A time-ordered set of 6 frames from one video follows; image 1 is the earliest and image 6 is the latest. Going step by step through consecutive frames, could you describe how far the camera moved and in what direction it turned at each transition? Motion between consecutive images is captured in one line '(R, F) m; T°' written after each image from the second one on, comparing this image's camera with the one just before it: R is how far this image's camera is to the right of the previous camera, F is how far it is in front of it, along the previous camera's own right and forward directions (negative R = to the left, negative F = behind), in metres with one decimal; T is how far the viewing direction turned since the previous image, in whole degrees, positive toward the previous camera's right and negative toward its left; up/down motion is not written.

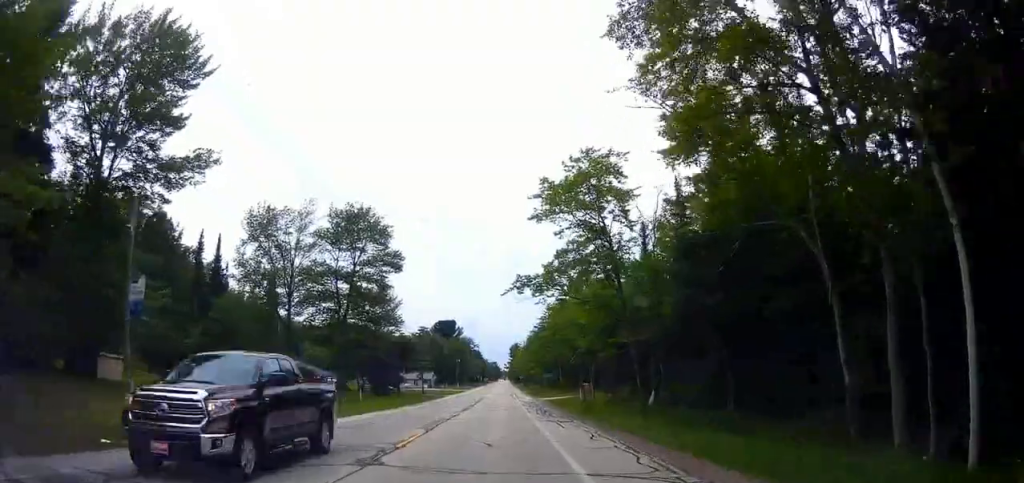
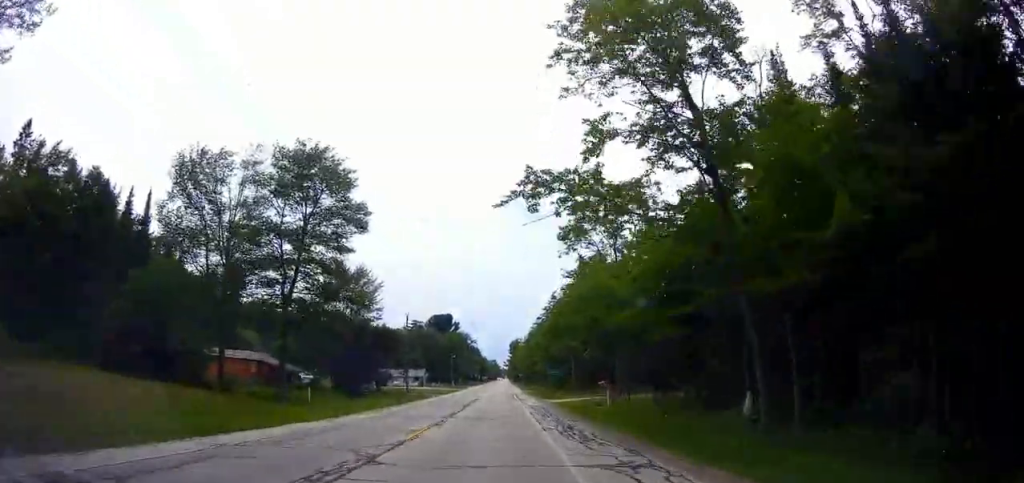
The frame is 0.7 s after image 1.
(-0.2, +13.0) m; 0°
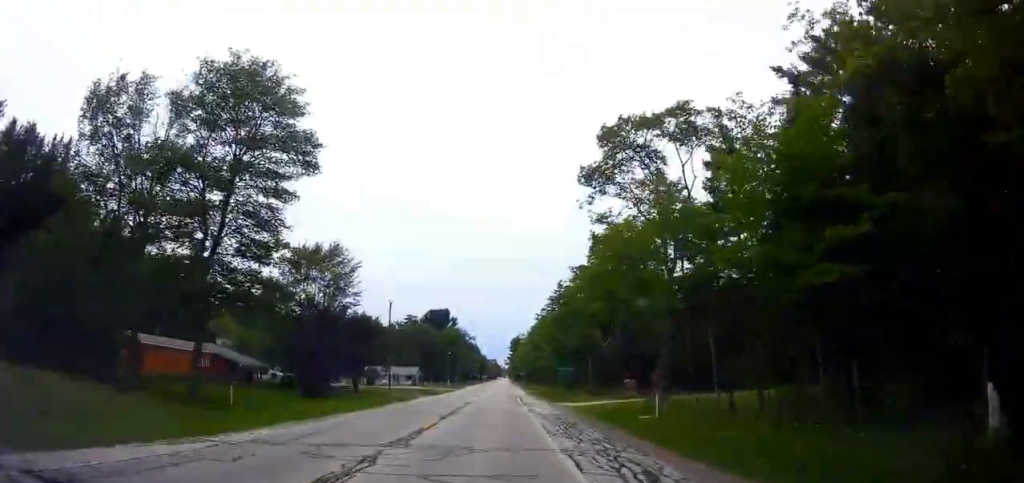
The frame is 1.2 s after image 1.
(-0.3, +10.3) m; 0°
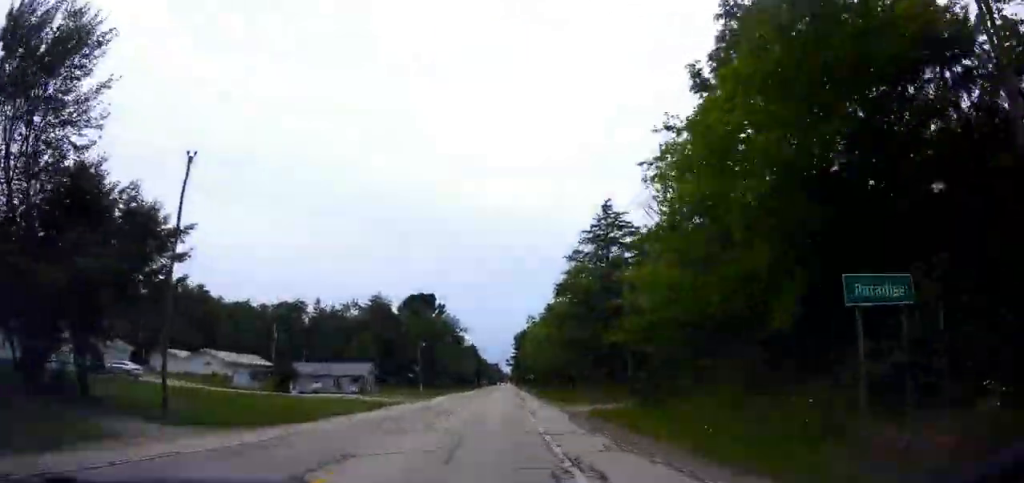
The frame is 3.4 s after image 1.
(+0.7, +44.9) m; +1°
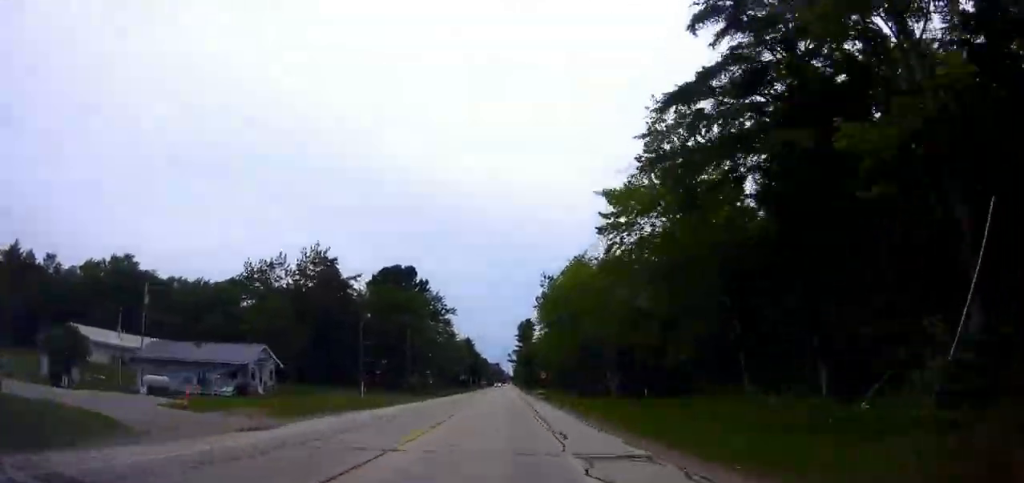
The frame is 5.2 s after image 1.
(-0.5, +37.2) m; -2°
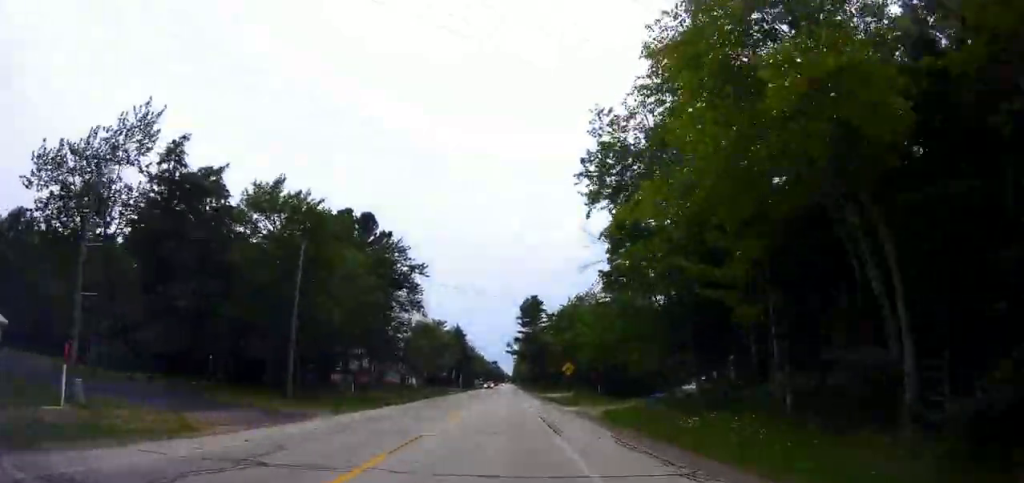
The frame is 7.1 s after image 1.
(-0.2, +36.7) m; 0°
